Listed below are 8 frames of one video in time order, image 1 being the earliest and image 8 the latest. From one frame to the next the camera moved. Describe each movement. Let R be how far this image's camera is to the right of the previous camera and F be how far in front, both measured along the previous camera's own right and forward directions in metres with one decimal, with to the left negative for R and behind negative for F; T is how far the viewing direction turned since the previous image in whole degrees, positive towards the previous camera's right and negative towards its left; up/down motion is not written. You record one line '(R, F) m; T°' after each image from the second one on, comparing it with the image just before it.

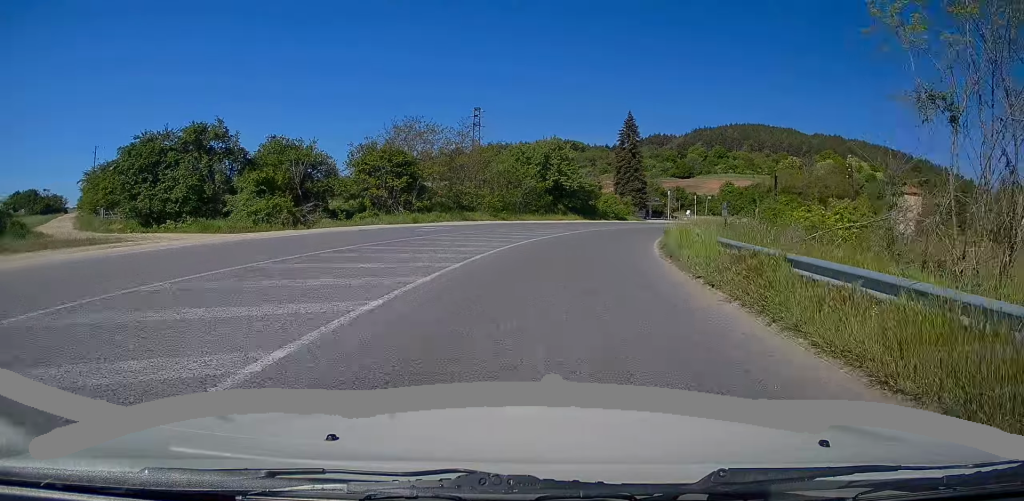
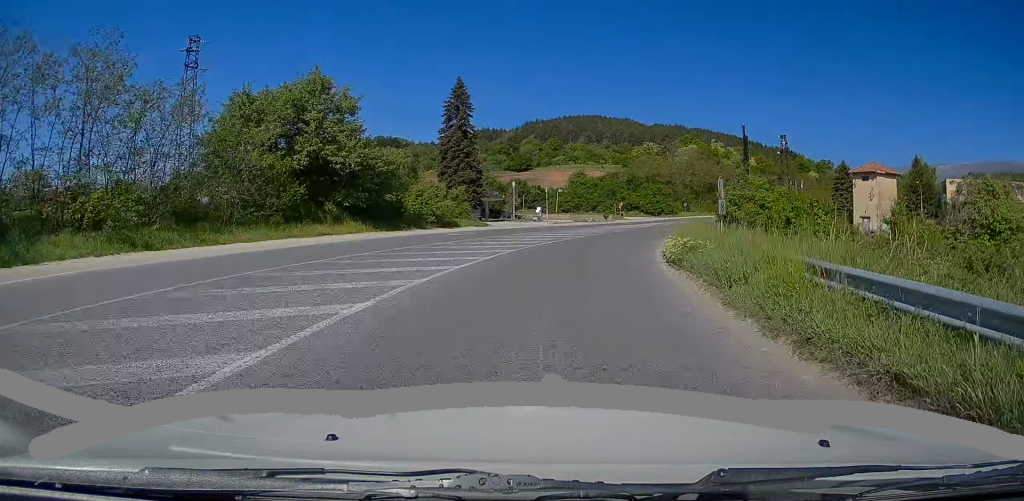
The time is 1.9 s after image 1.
(+5.1, +30.7) m; +19°
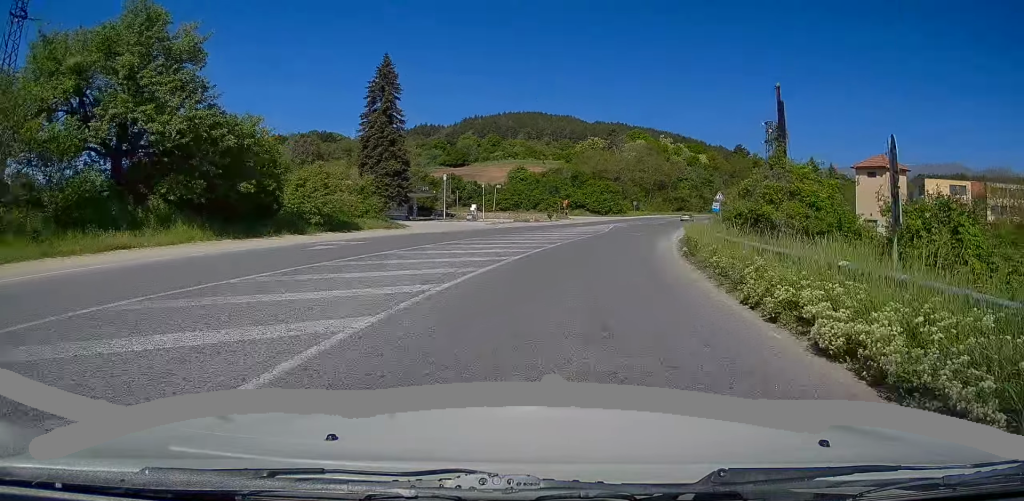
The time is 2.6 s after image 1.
(+0.4, +11.5) m; +6°
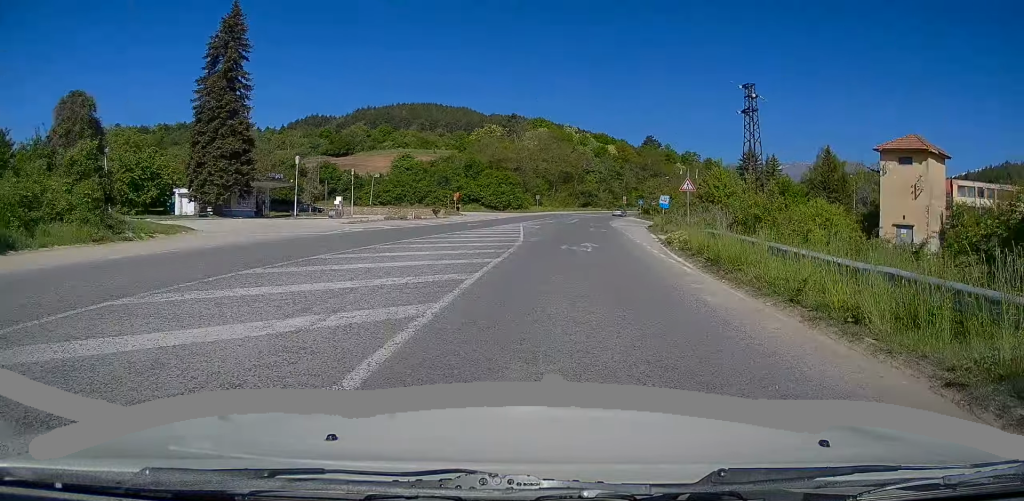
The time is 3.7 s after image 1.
(+1.5, +17.6) m; +8°
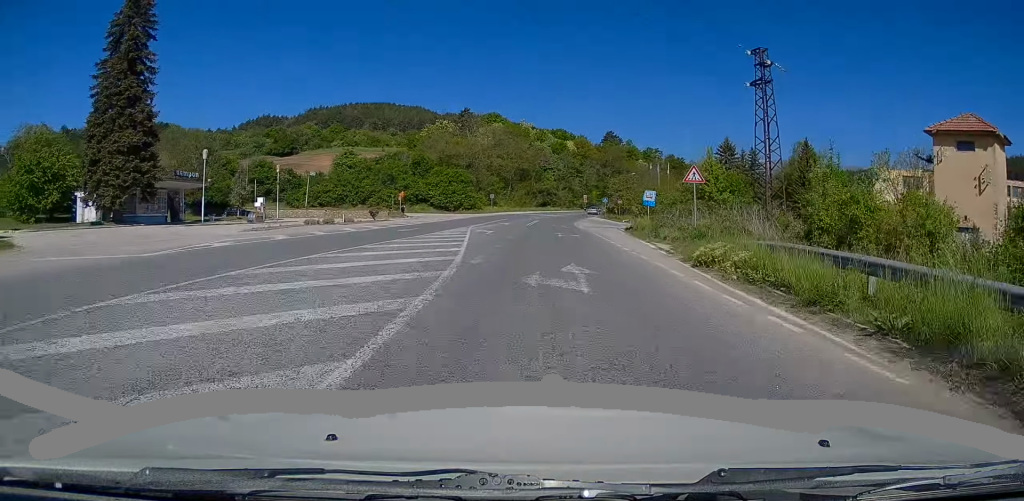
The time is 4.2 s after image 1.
(+0.5, +9.2) m; +3°
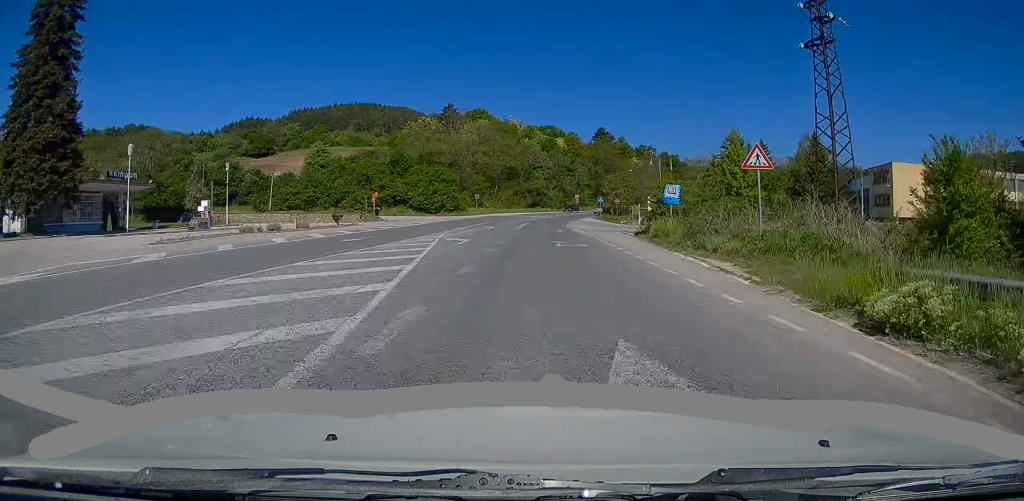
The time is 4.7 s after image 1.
(+0.2, +8.2) m; +2°
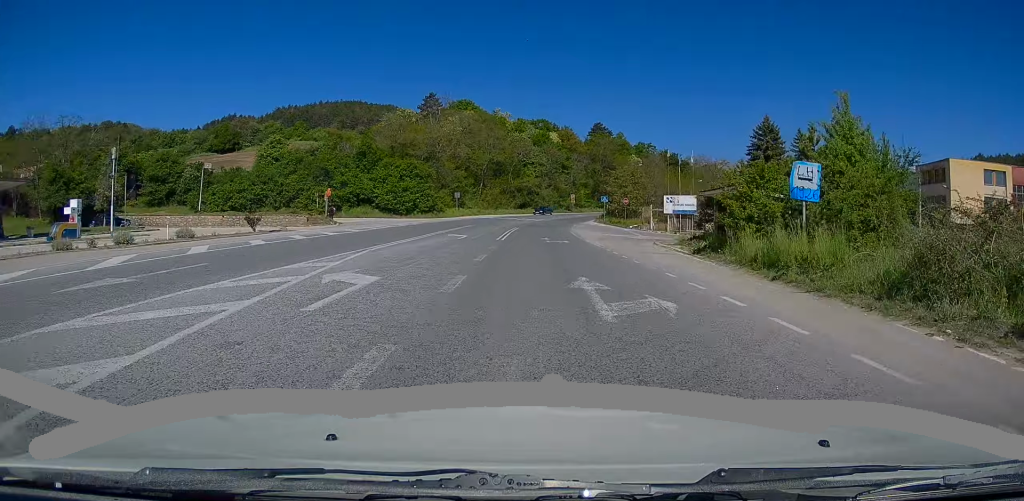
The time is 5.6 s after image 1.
(+0.4, +14.1) m; +3°
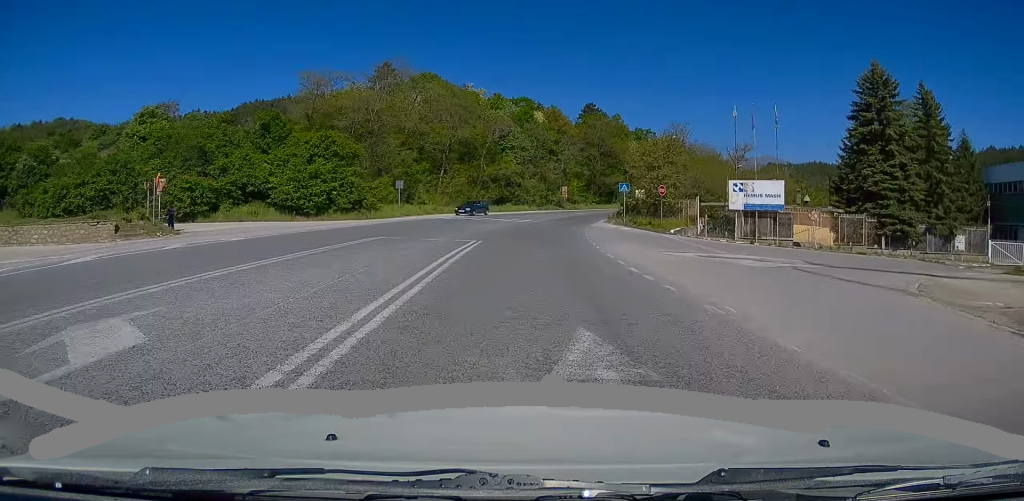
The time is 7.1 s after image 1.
(+0.8, +25.4) m; +2°
